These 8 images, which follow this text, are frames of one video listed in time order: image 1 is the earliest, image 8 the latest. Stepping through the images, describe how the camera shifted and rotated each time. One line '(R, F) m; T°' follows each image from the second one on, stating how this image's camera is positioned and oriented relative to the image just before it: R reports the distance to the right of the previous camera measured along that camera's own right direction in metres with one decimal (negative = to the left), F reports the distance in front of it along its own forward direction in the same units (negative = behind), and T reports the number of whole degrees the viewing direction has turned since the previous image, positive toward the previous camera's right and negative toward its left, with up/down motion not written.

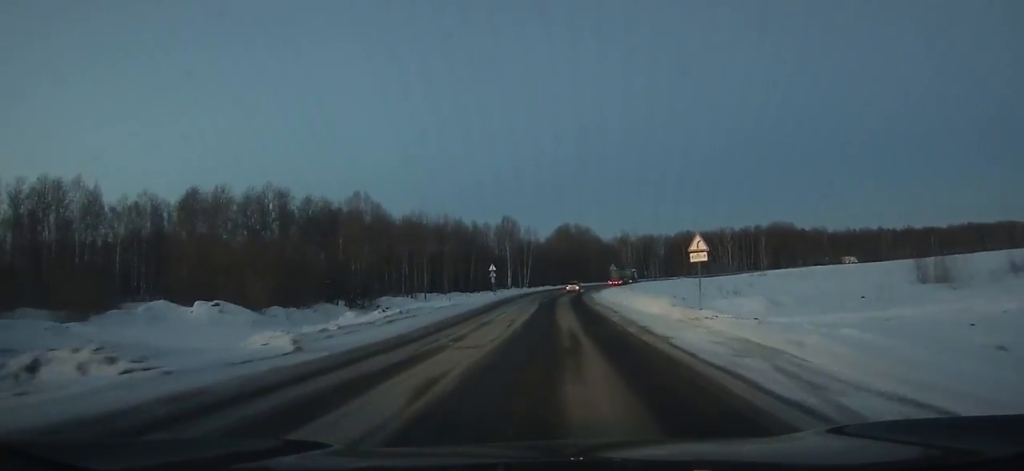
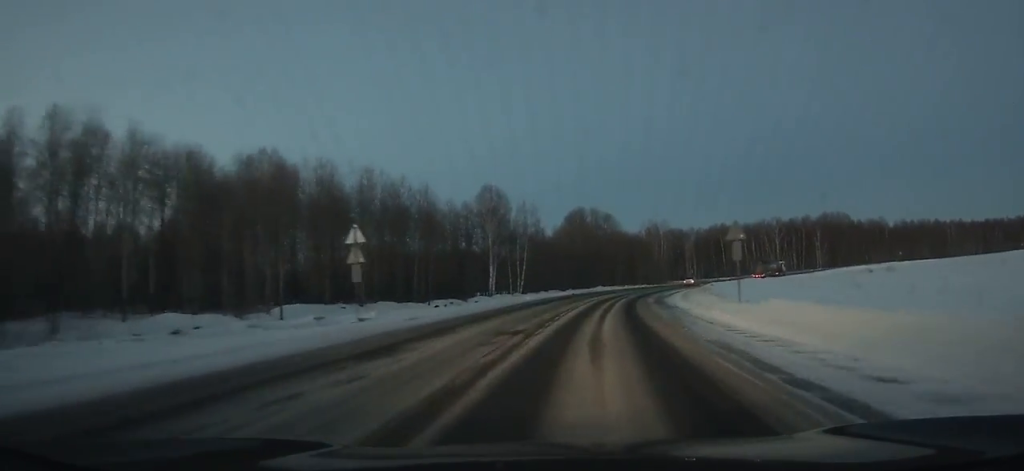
(-0.2, +47.9) m; +2°
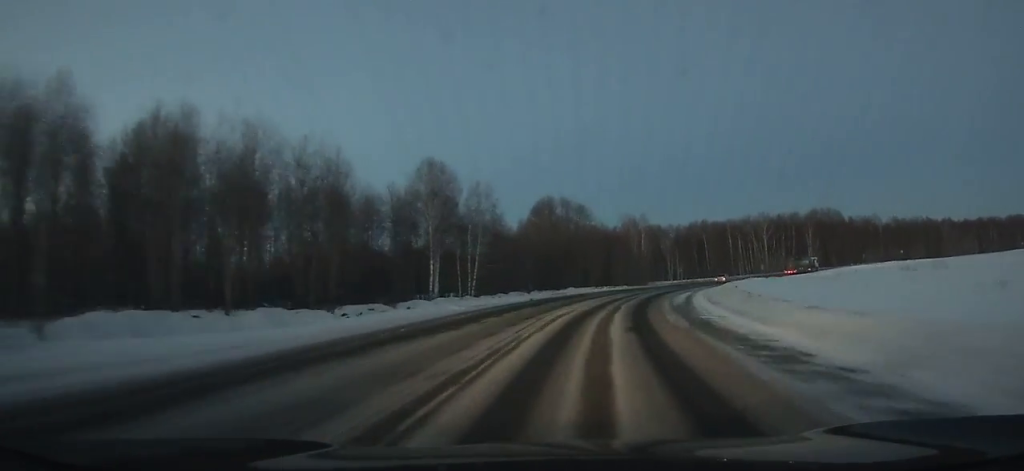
(-0.2, +18.5) m; +3°
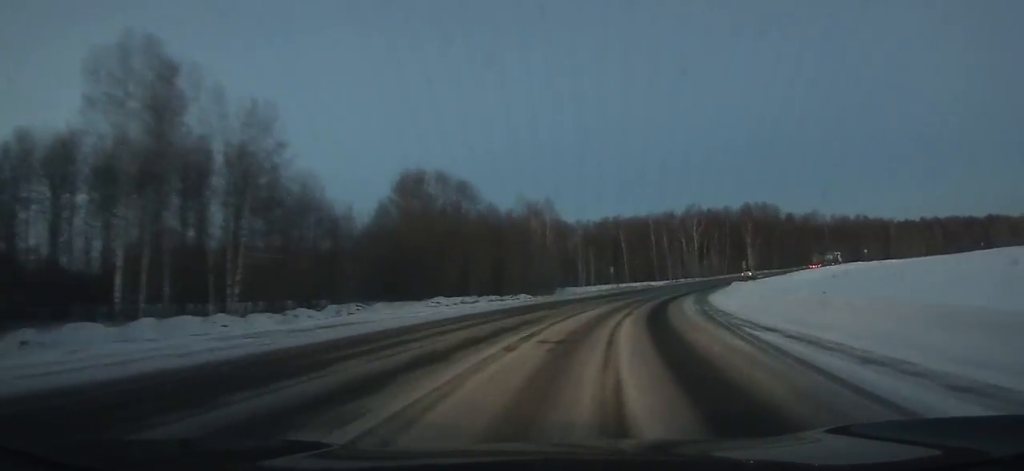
(+2.2, +37.7) m; +9°
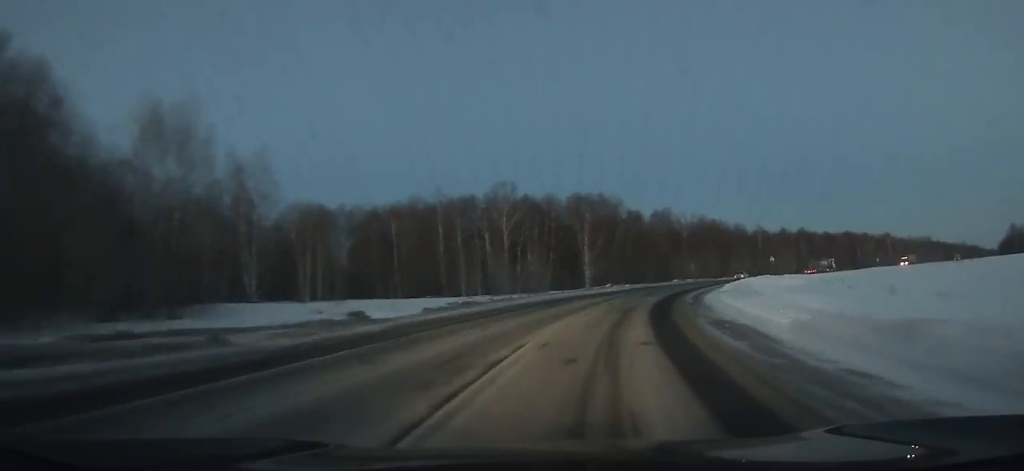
(+8.1, +58.5) m; +17°
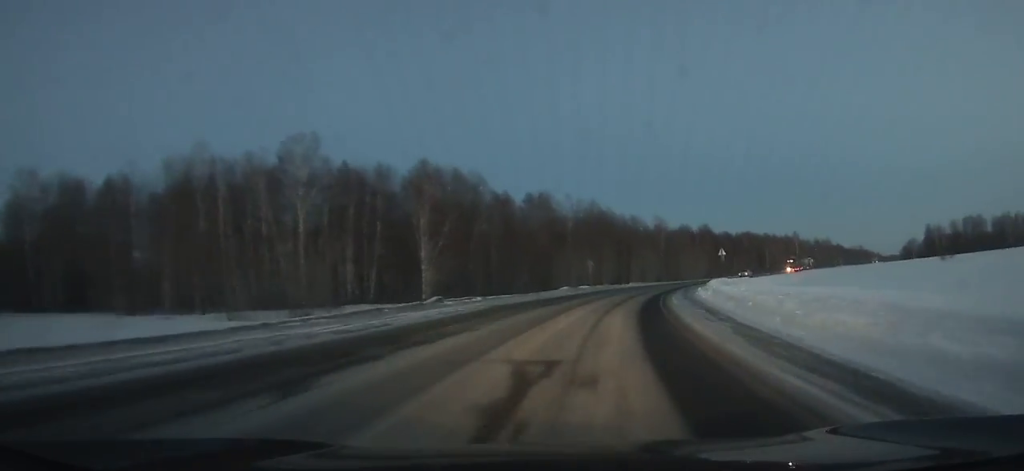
(+4.0, +40.9) m; +12°
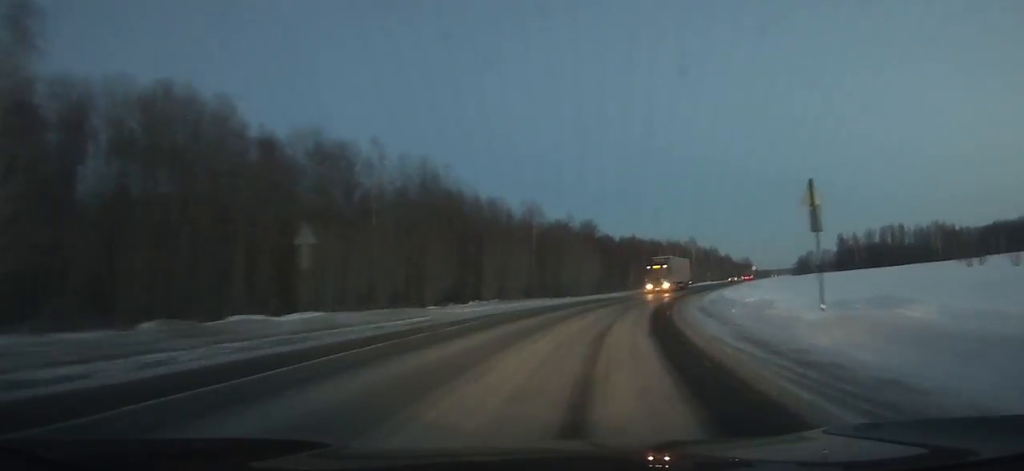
(+6.6, +50.5) m; +15°
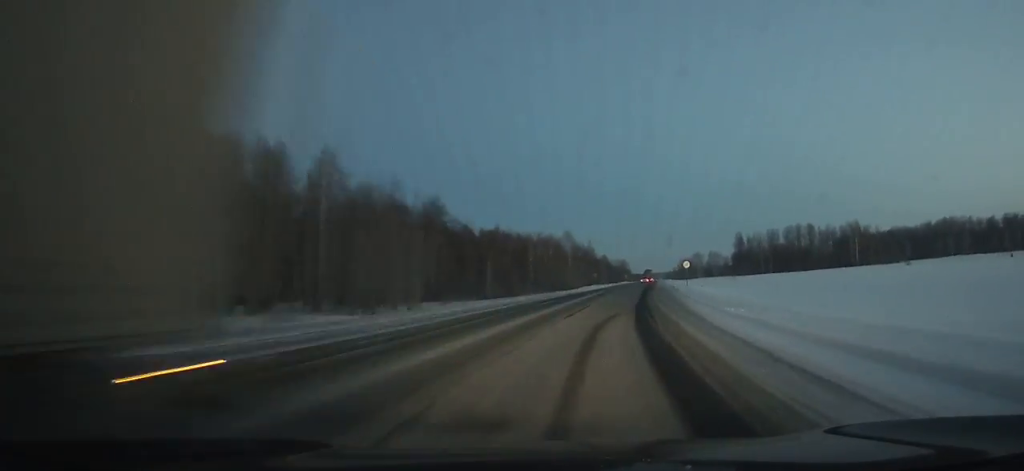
(+4.6, +41.9) m; +10°
